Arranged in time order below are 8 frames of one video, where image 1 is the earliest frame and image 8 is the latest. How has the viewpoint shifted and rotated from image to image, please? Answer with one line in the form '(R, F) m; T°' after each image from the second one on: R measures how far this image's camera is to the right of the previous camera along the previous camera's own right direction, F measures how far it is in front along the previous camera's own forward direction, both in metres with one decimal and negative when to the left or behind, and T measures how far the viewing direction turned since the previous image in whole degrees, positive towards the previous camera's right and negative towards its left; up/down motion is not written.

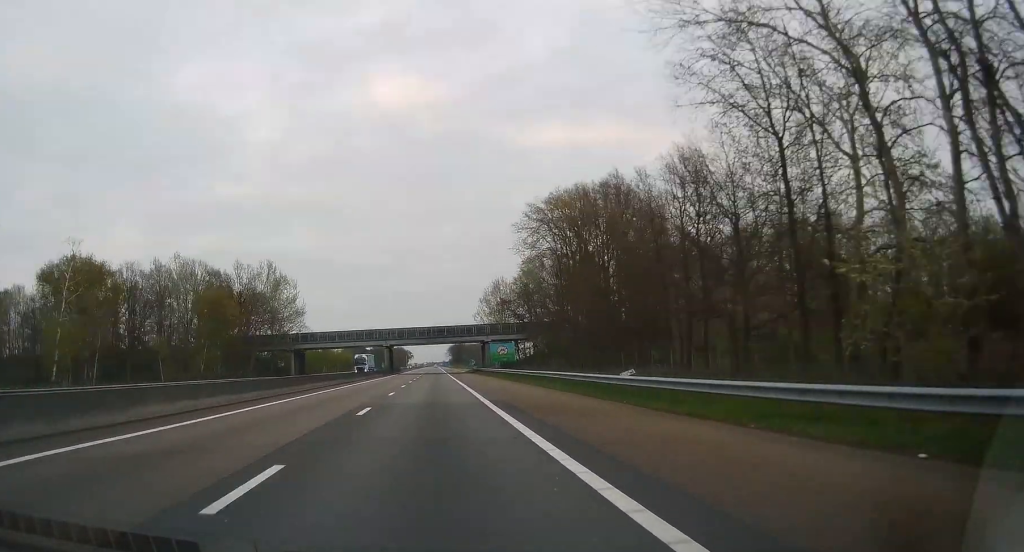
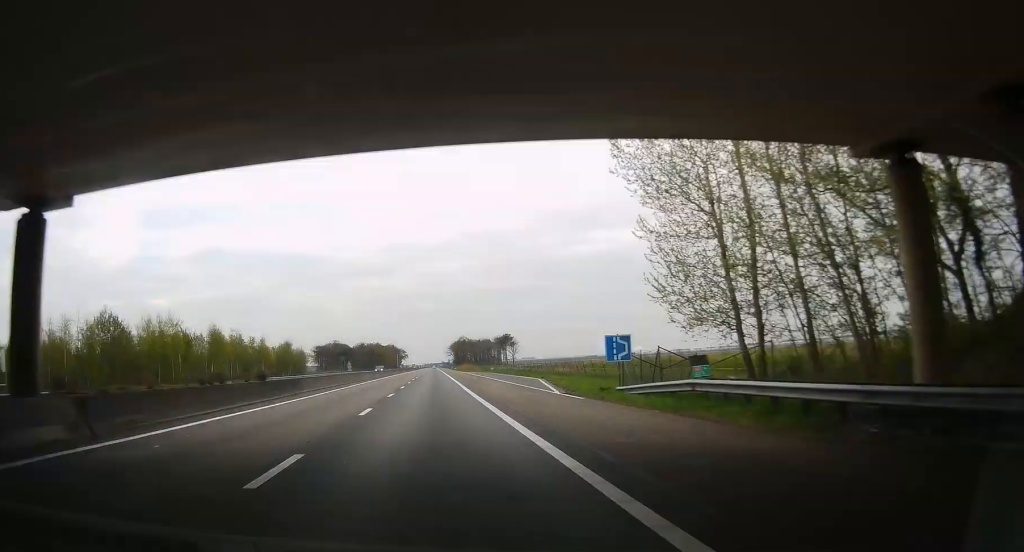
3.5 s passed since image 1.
(-0.6, +101.0) m; 0°
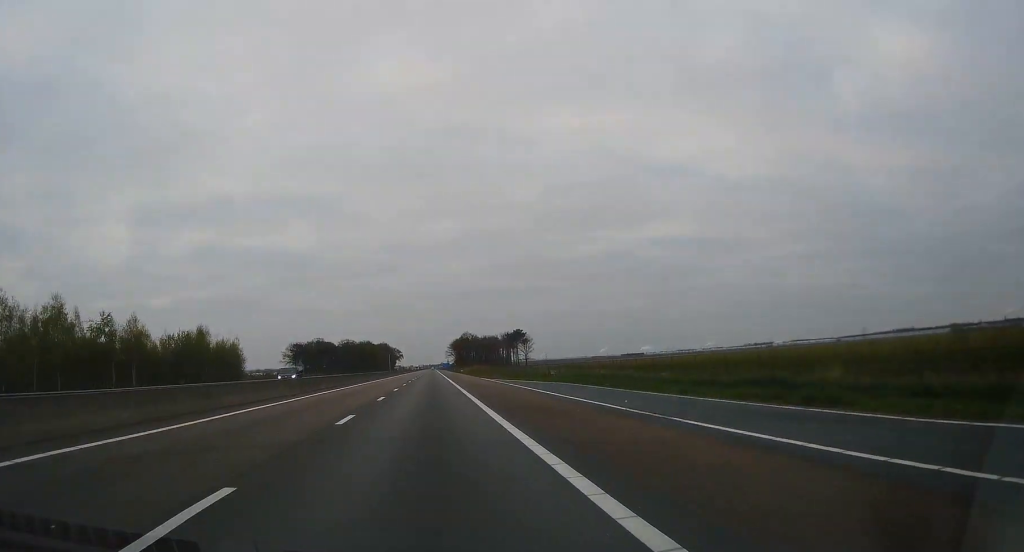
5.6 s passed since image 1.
(0.0, +58.3) m; 0°
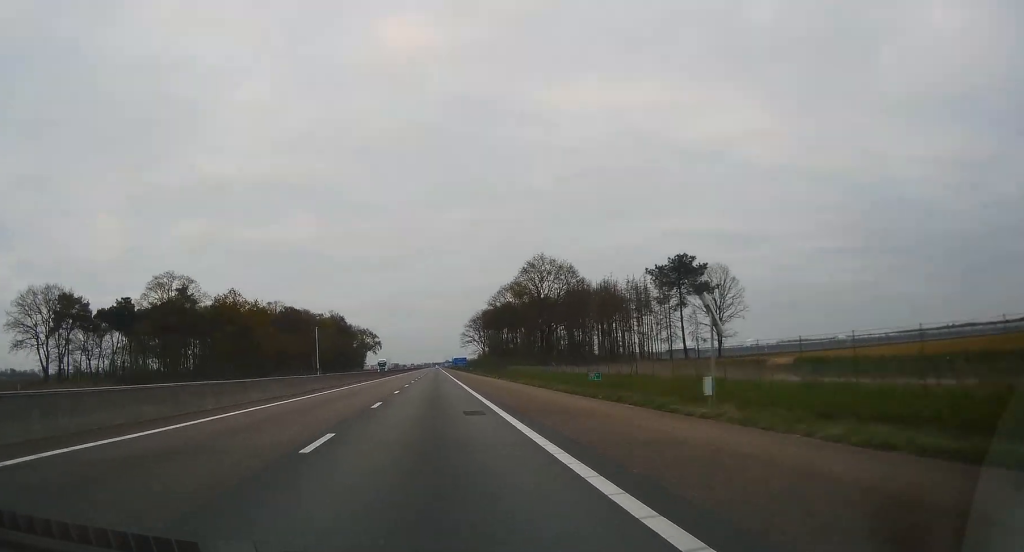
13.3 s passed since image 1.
(+0.4, +208.3) m; 0°
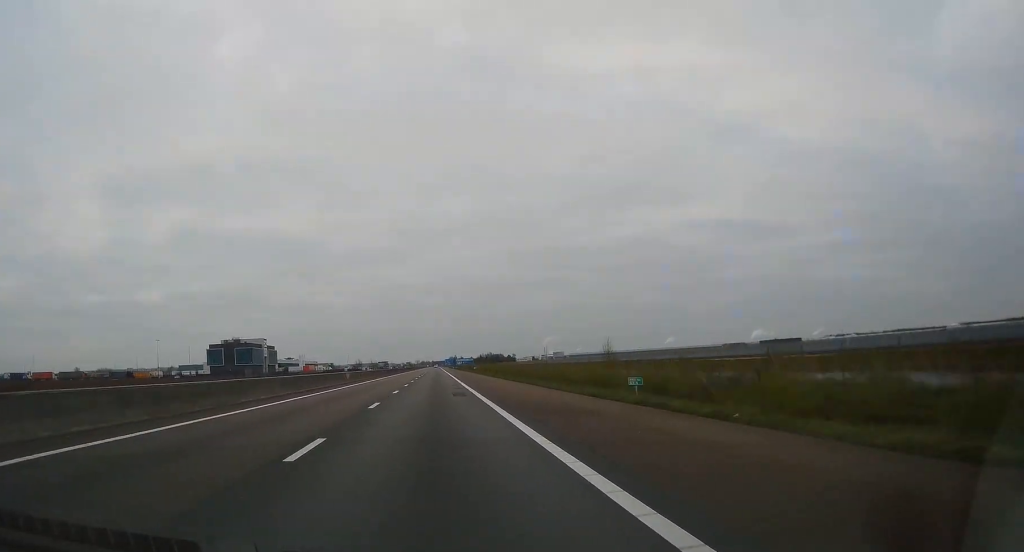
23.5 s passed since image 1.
(-0.1, +242.1) m; 0°
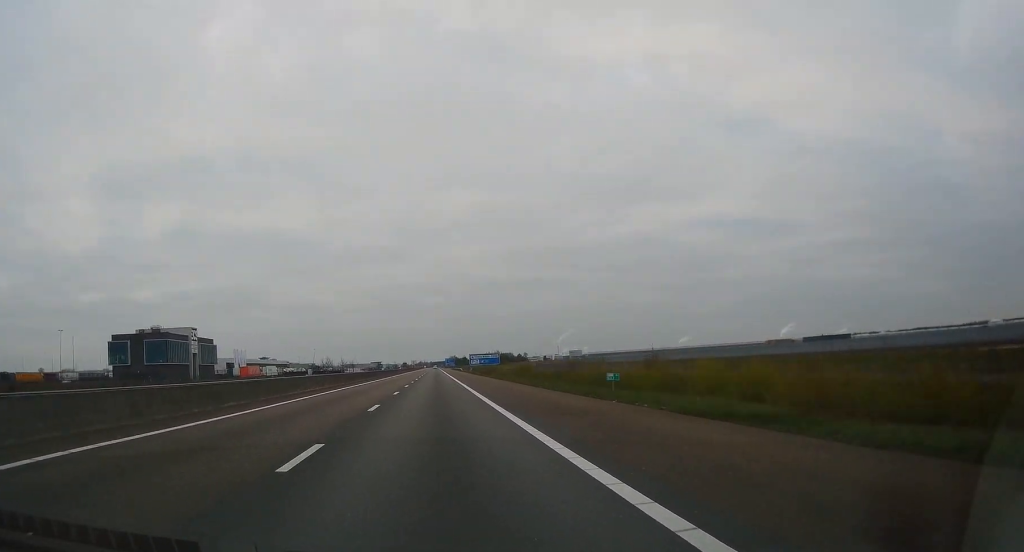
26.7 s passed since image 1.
(-0.3, +113.3) m; 0°
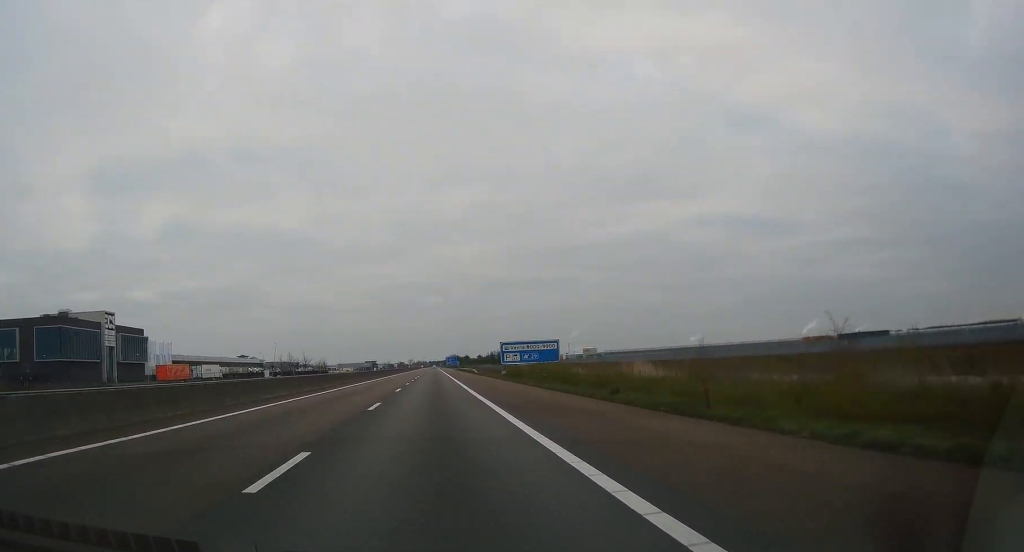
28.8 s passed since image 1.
(+0.2, +88.4) m; 0°
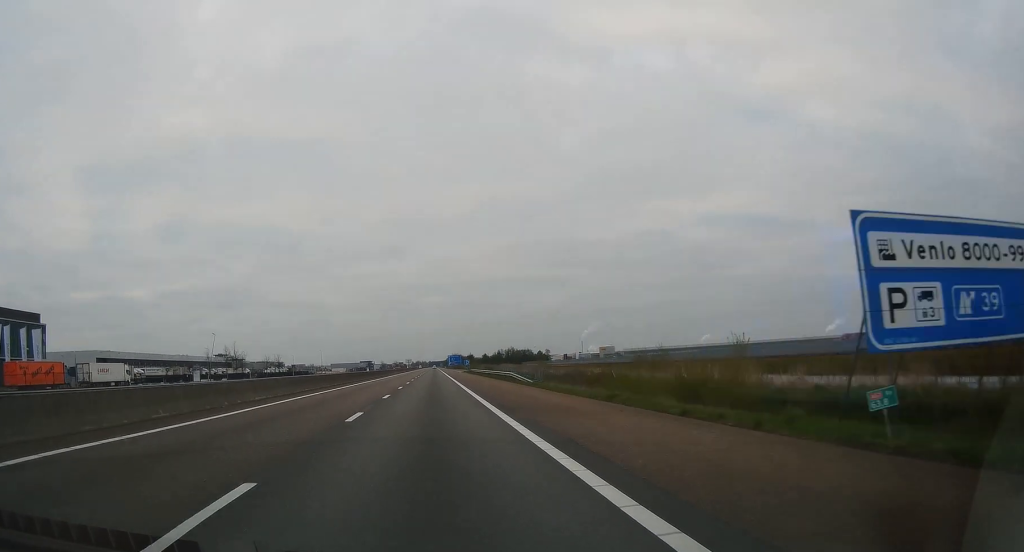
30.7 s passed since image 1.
(+0.3, +86.5) m; 0°
